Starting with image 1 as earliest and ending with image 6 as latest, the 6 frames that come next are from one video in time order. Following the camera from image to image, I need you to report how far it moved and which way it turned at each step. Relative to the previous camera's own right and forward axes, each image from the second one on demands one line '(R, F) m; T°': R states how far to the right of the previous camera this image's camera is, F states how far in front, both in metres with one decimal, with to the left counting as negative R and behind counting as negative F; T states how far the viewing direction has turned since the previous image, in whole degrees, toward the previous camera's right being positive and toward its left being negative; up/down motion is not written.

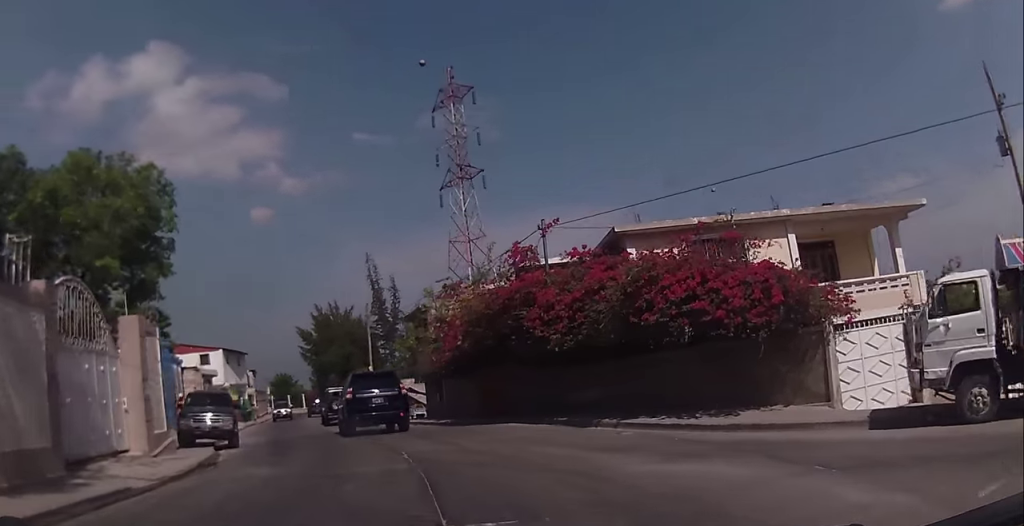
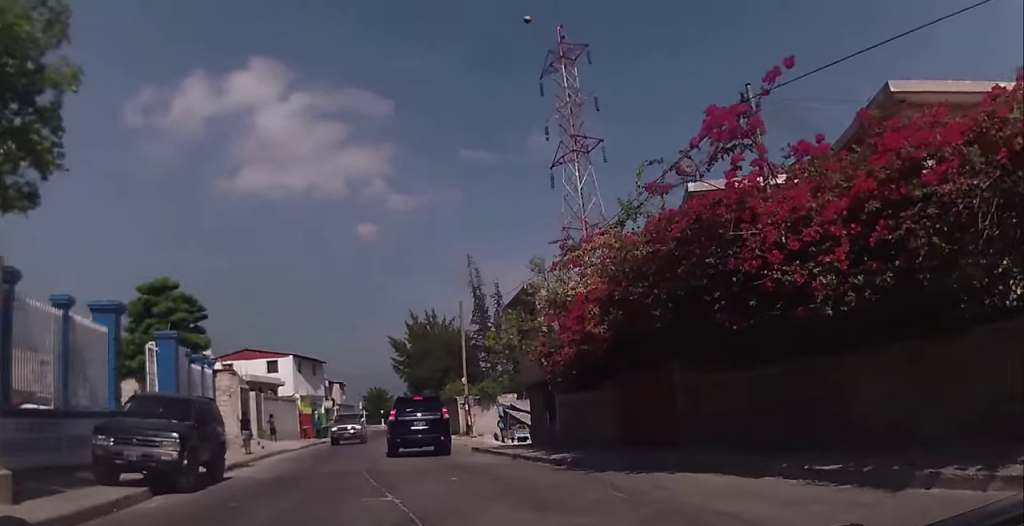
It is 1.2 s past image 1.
(-0.1, +8.4) m; -6°
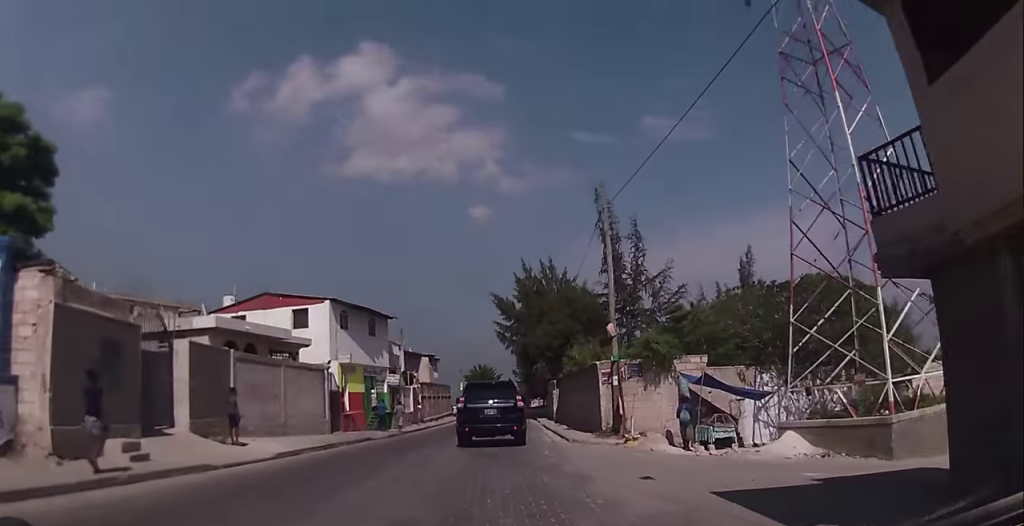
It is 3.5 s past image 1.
(-0.7, +19.2) m; -3°
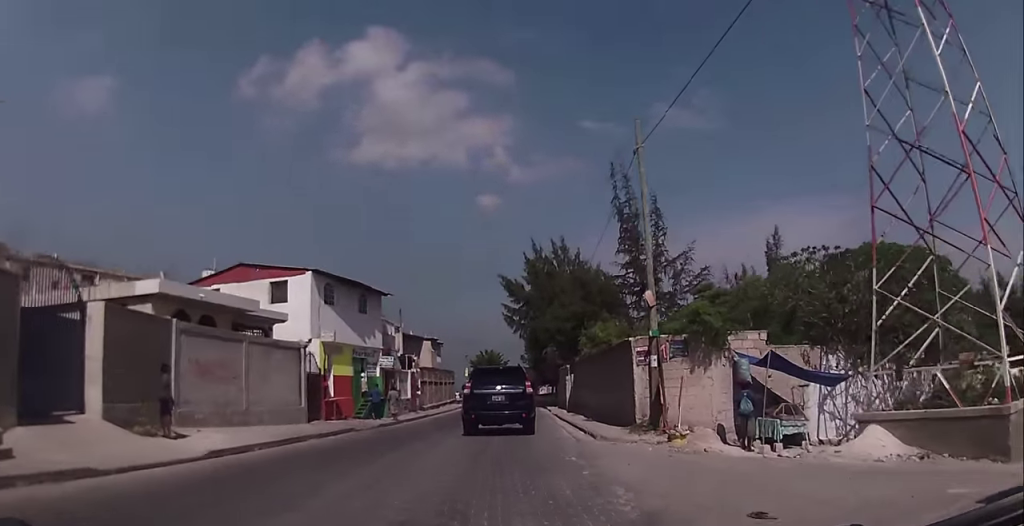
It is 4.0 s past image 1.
(-0.1, +4.4) m; -2°
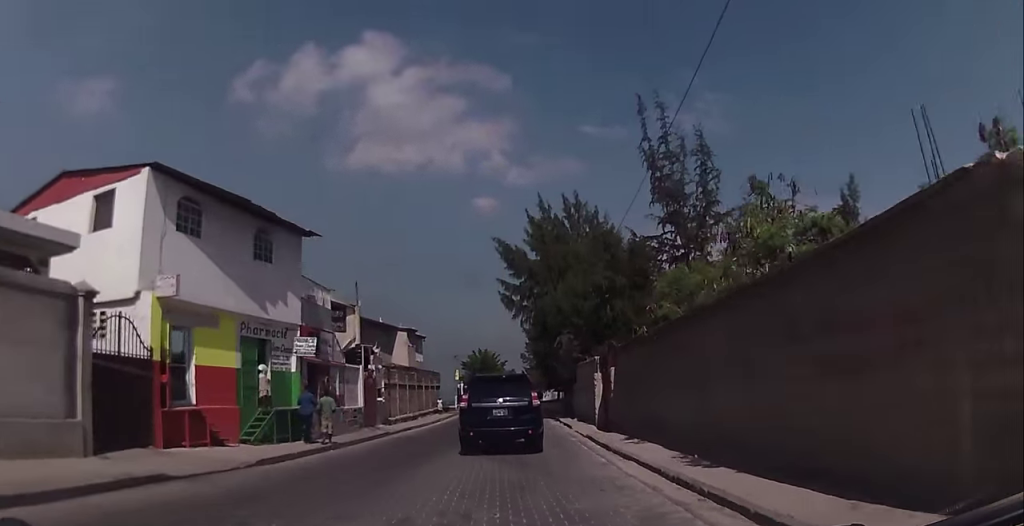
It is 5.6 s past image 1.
(0.0, +14.1) m; +2°
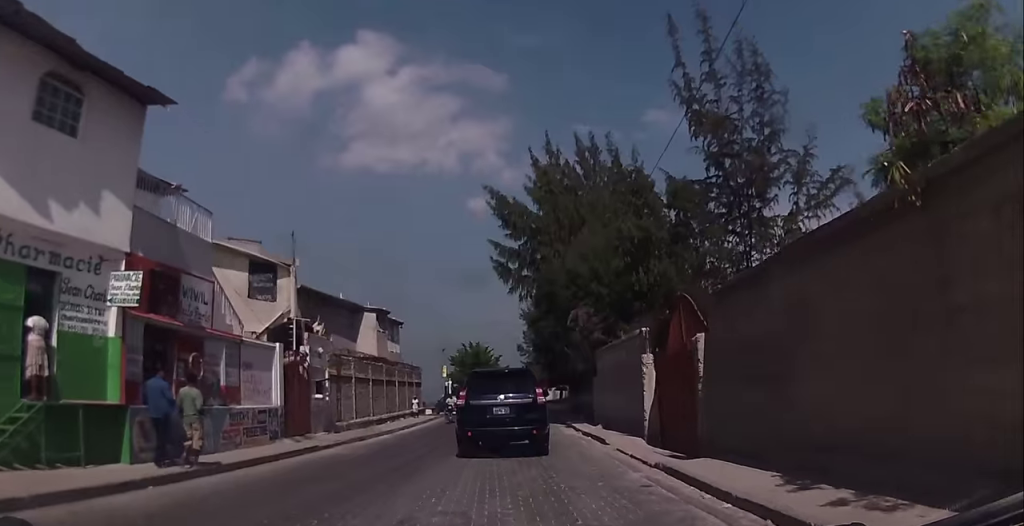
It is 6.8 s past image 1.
(+0.1, +10.6) m; -1°
